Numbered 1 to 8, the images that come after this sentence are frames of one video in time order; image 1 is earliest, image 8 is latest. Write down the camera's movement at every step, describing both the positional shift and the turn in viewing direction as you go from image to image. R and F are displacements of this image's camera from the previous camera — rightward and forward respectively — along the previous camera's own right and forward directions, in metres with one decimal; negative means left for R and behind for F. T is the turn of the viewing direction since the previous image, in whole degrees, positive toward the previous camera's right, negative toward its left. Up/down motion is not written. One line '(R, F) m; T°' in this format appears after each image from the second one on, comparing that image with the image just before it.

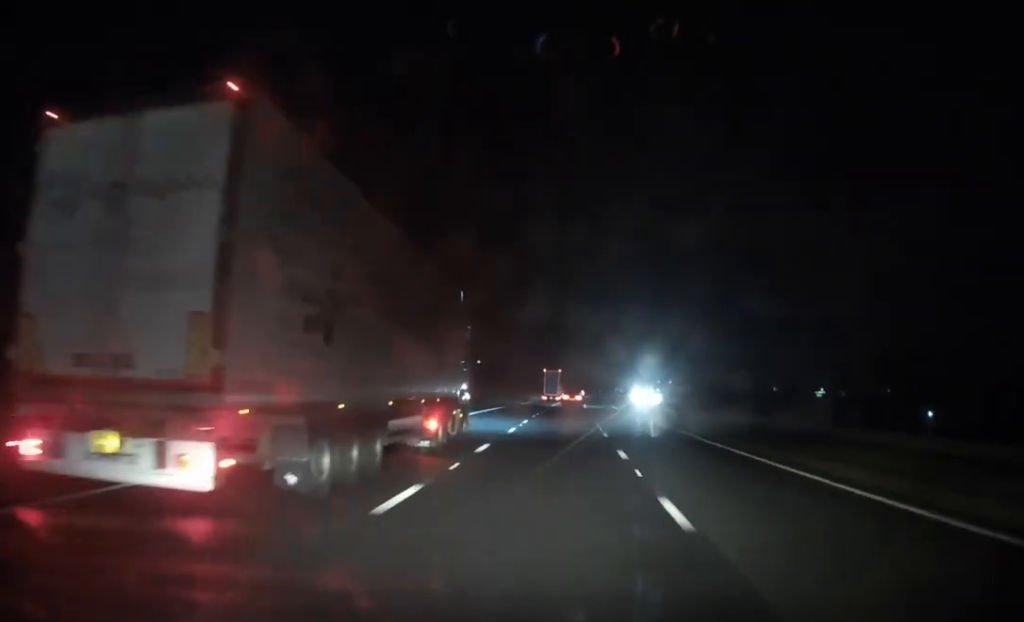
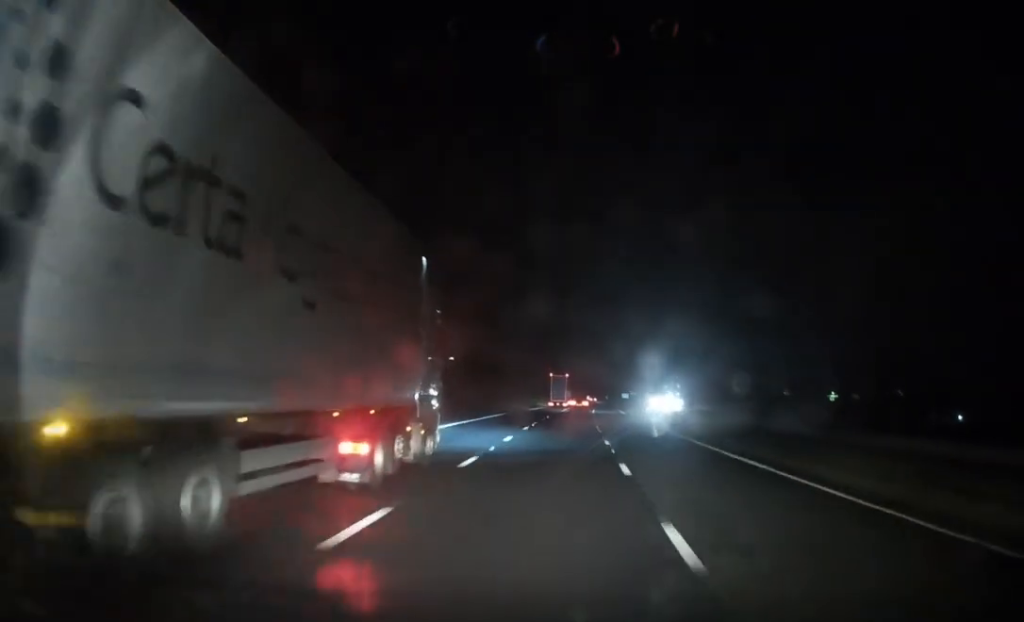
(0.0, +28.8) m; 0°
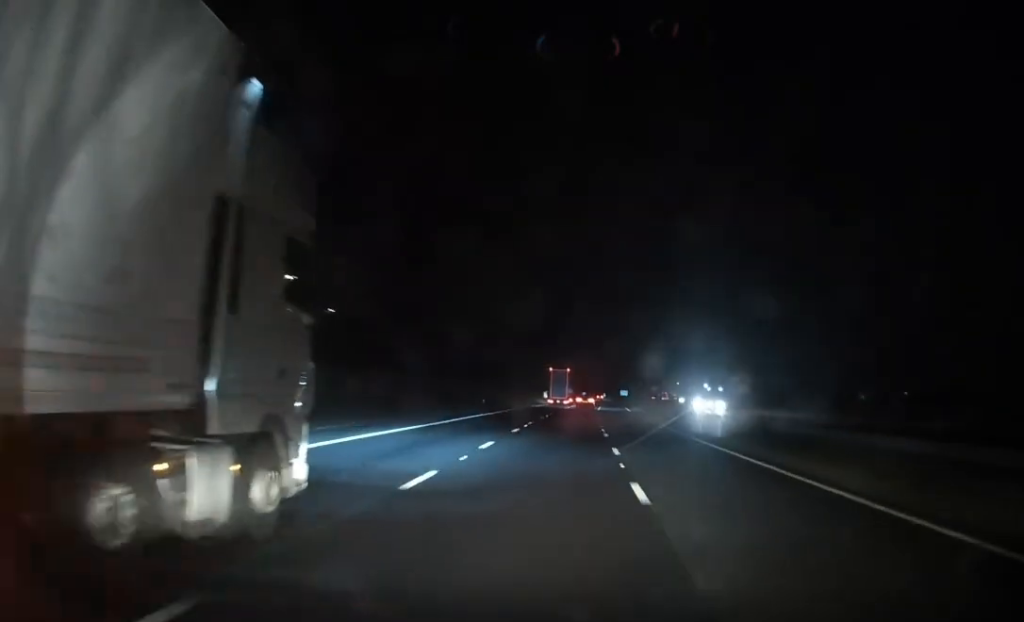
(-0.2, +41.0) m; 0°
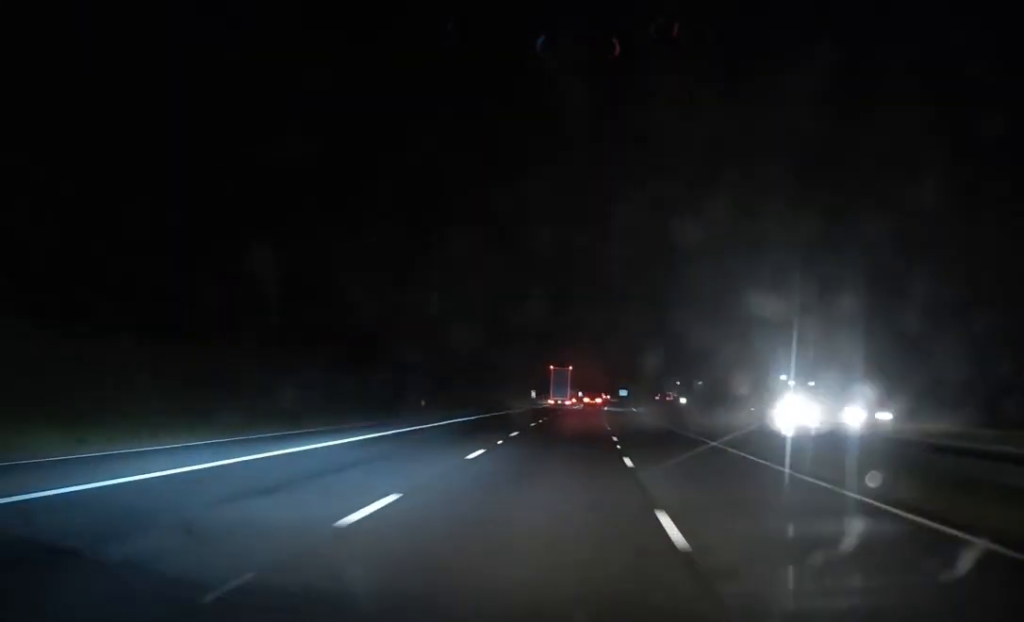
(+0.2, +29.9) m; +1°
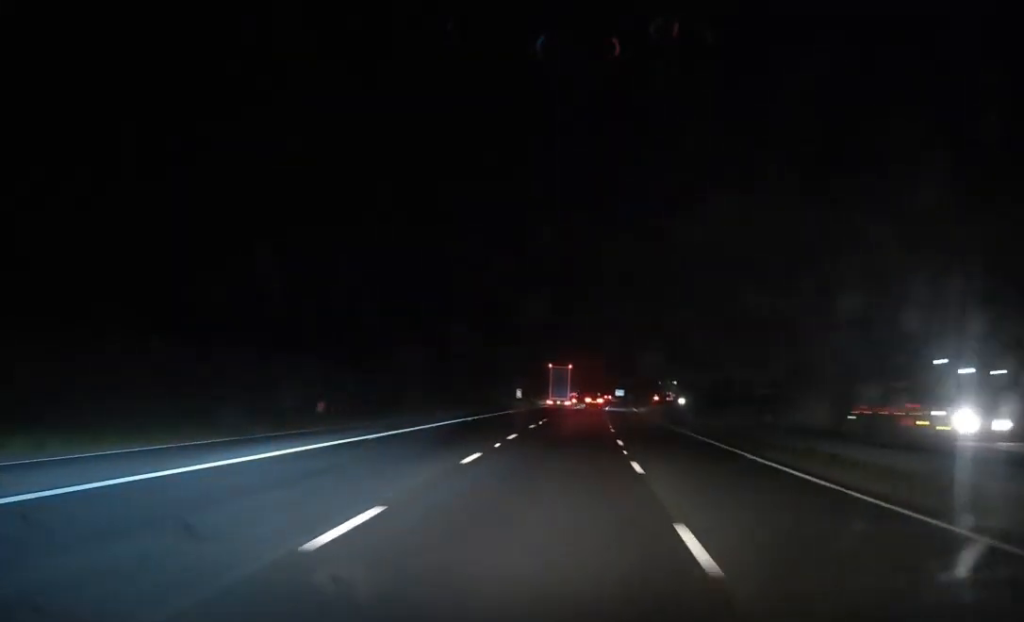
(+0.1, +19.7) m; 0°
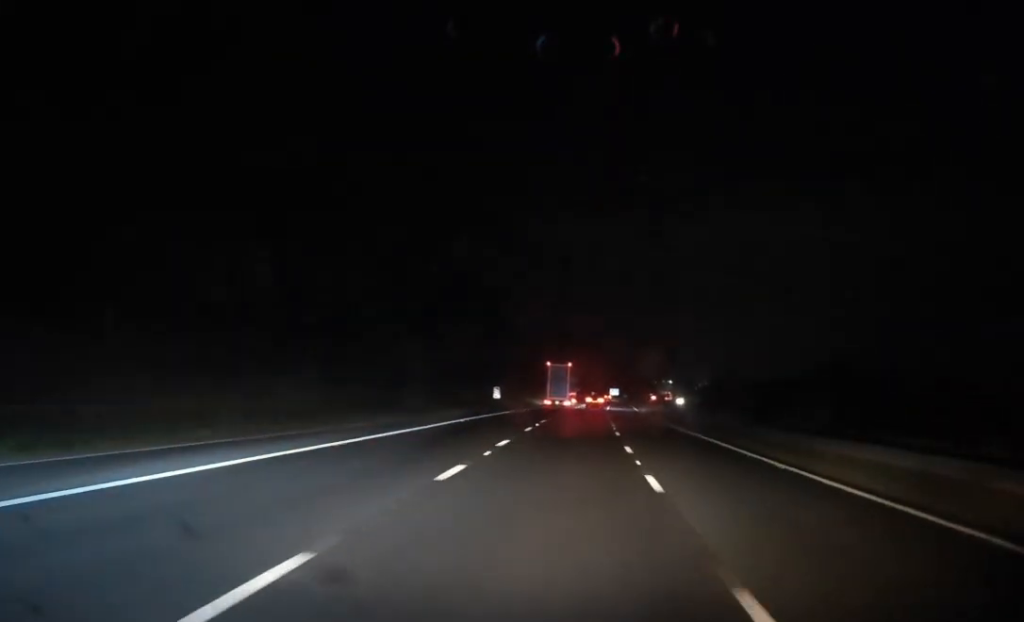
(-0.1, +20.8) m; 0°
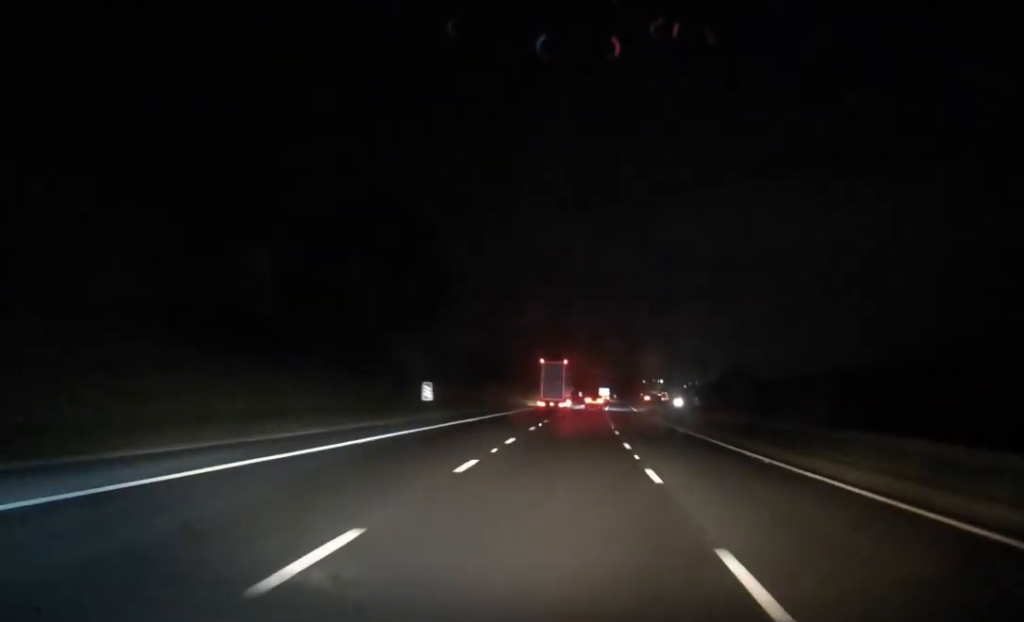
(+0.4, +34.3) m; +1°
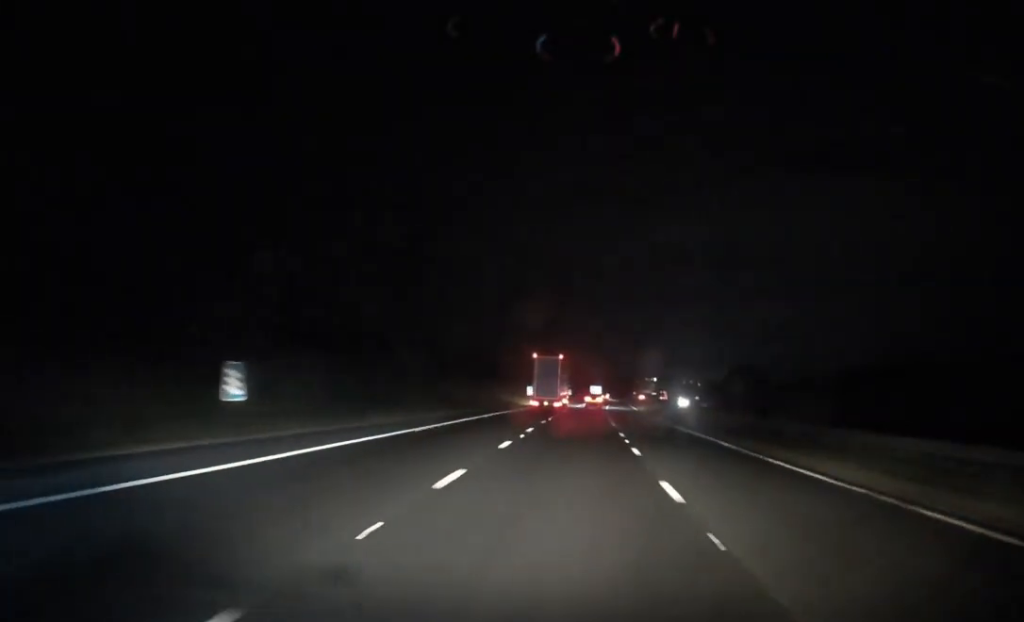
(+0.1, +30.0) m; +1°
